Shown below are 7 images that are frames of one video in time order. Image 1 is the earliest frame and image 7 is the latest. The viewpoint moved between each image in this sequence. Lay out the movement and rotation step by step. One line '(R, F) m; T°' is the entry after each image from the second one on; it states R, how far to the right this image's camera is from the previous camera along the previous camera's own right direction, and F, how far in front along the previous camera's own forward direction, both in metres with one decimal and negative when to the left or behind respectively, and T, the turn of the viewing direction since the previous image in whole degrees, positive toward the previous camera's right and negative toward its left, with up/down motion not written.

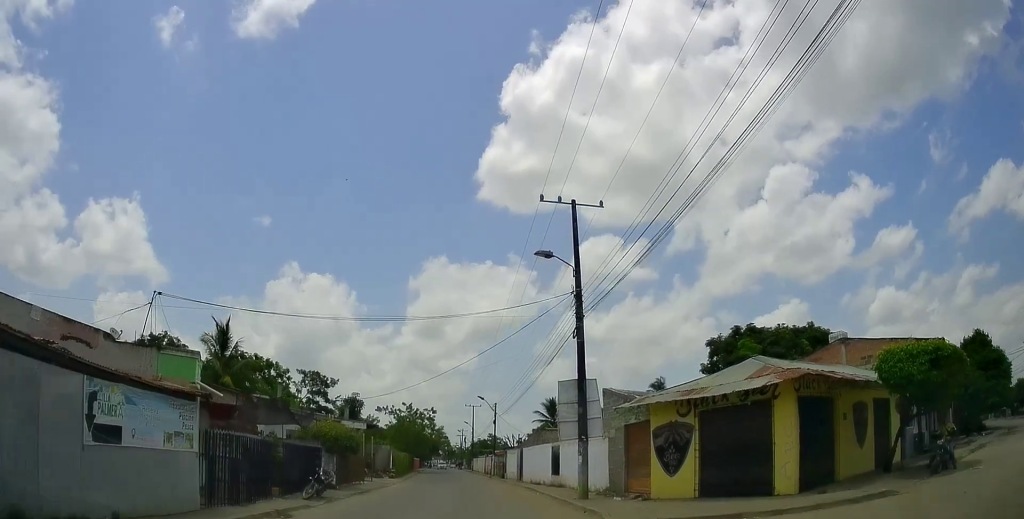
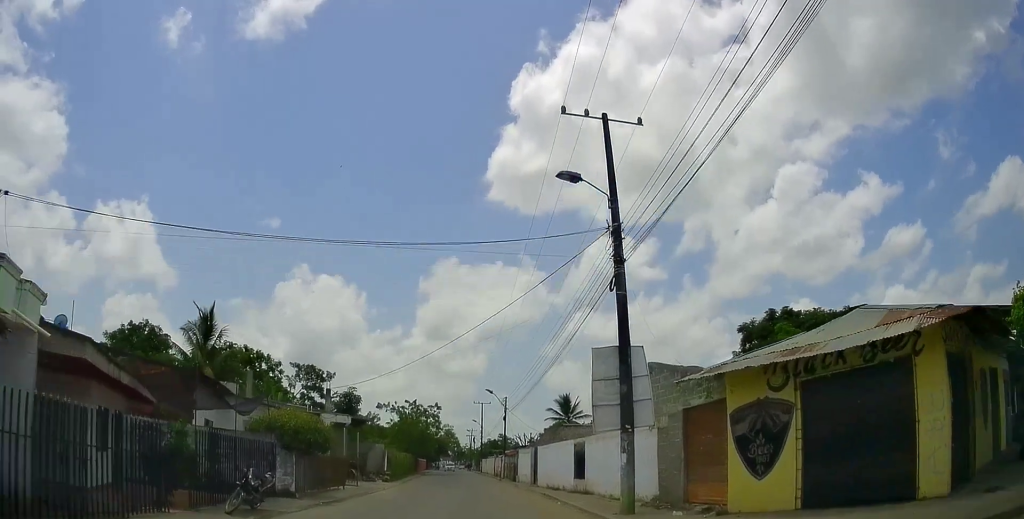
(+0.1, +5.7) m; -1°
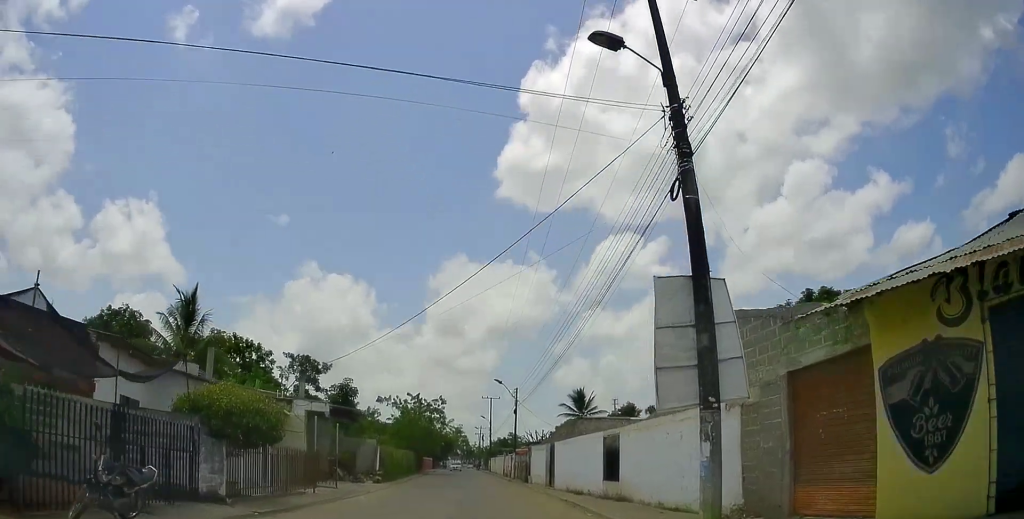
(+0.2, +5.1) m; -2°
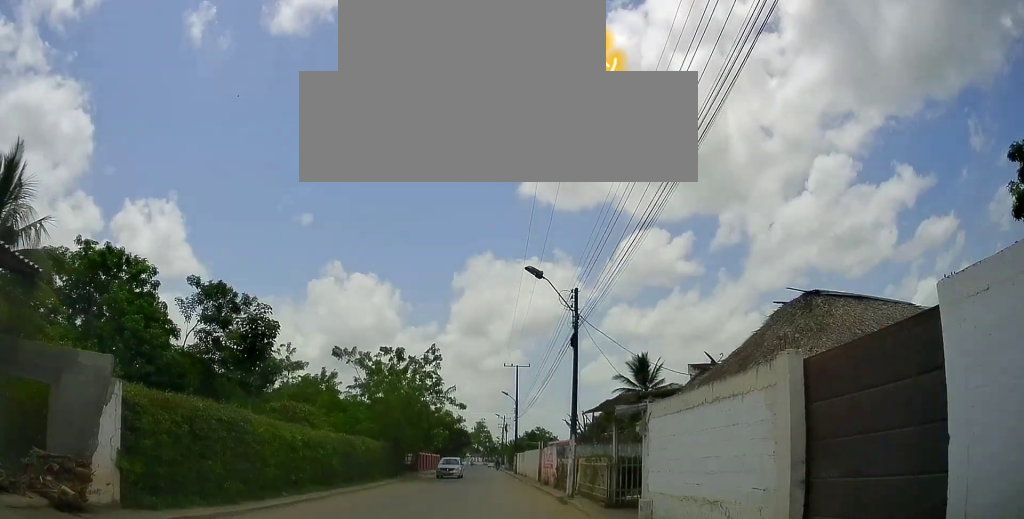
(-1.3, +24.7) m; -3°
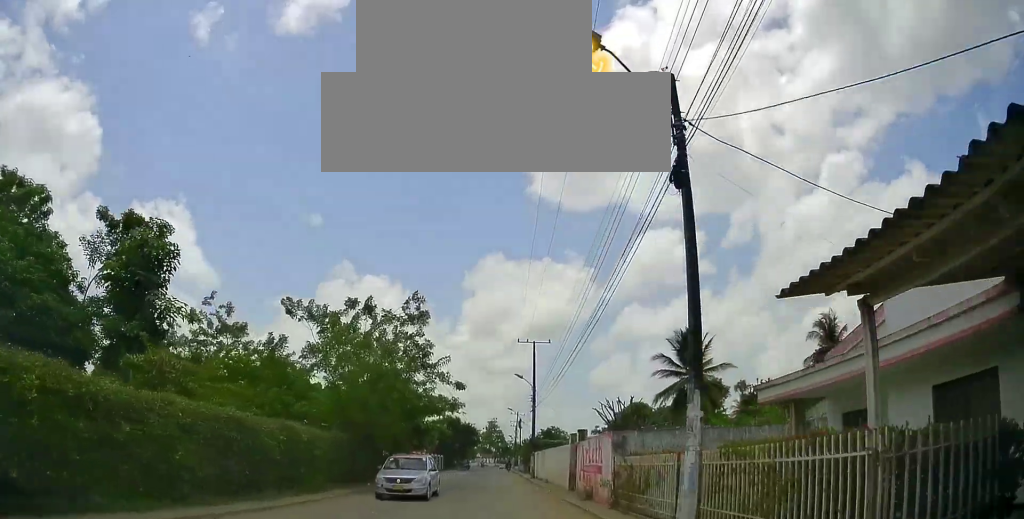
(+0.3, +11.6) m; +2°
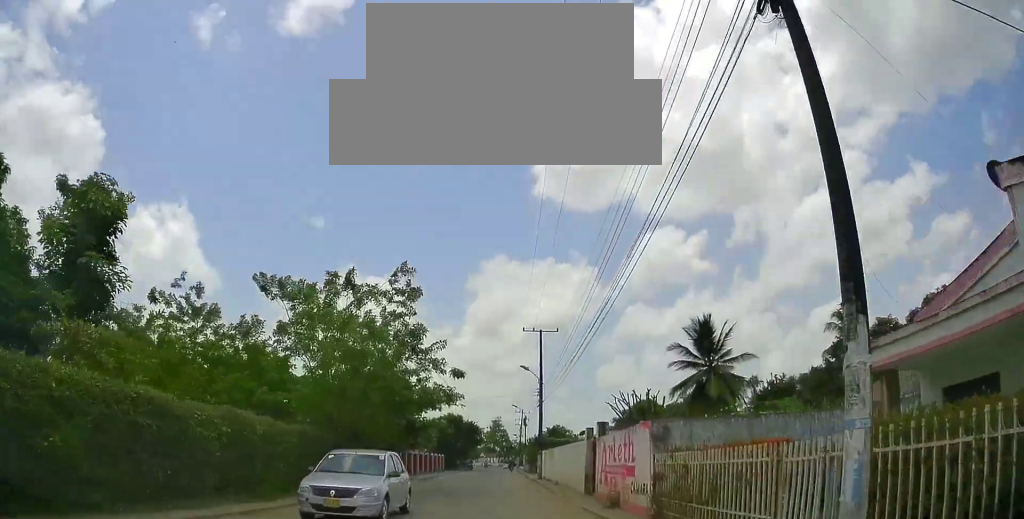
(0.0, +3.7) m; -2°
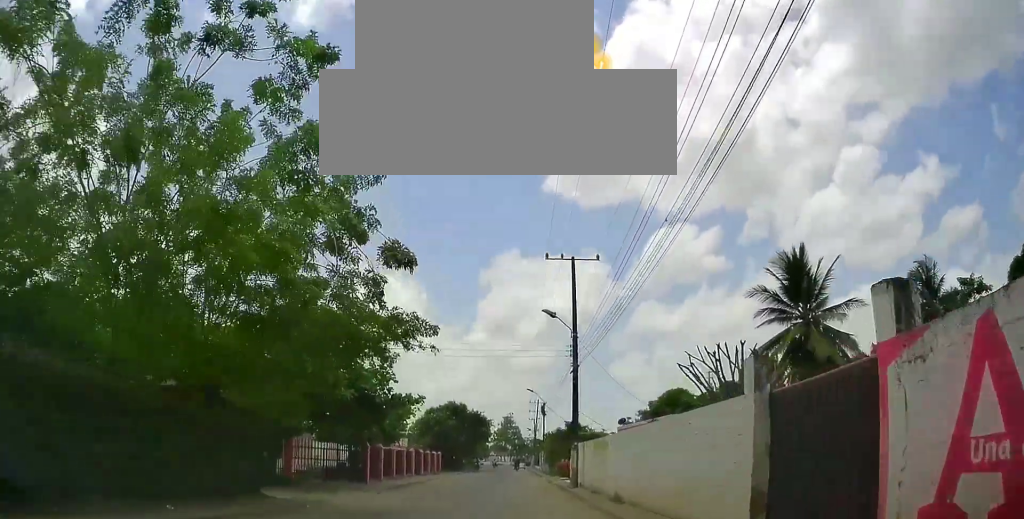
(-0.9, +13.4) m; -7°
